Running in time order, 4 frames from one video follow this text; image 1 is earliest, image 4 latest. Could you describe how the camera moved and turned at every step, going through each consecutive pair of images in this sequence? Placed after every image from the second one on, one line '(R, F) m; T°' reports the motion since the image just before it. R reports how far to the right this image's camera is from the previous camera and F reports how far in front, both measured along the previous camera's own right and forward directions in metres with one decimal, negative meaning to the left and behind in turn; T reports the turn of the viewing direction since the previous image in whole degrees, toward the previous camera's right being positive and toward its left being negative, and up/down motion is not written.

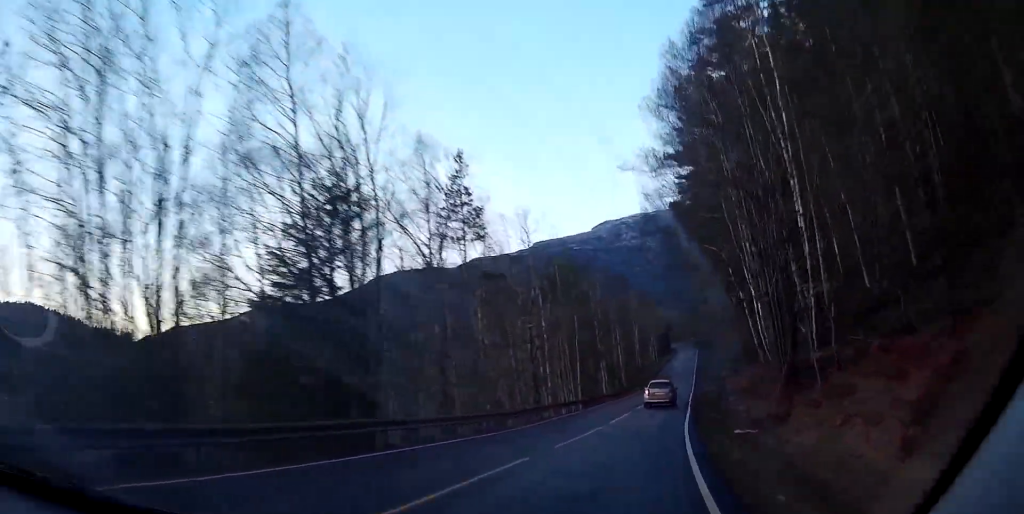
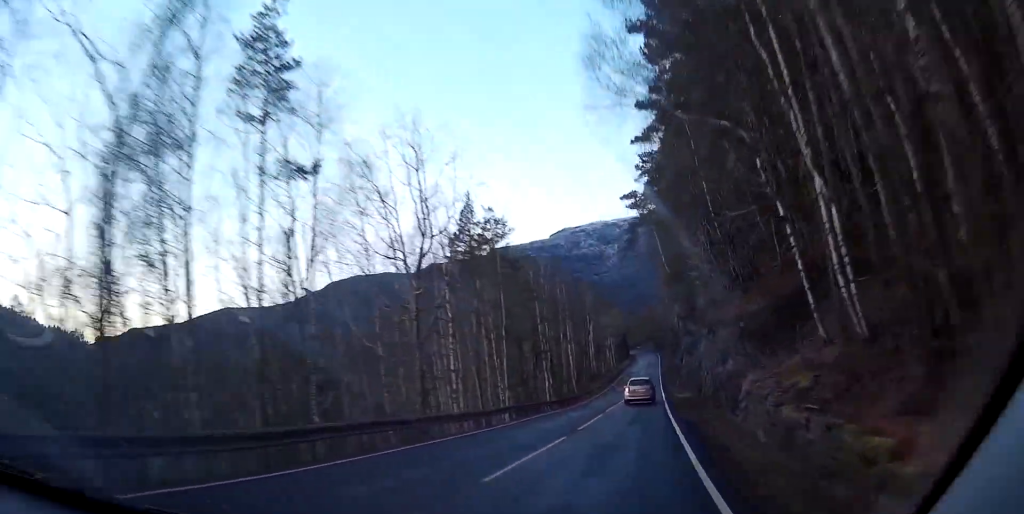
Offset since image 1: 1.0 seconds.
(+0.7, +18.8) m; +4°
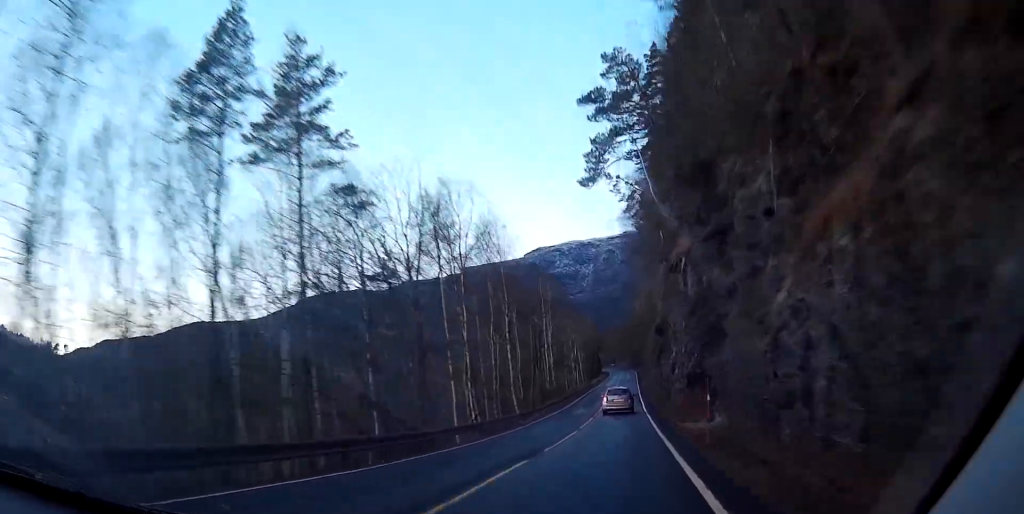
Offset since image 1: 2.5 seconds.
(+1.4, +28.3) m; +4°
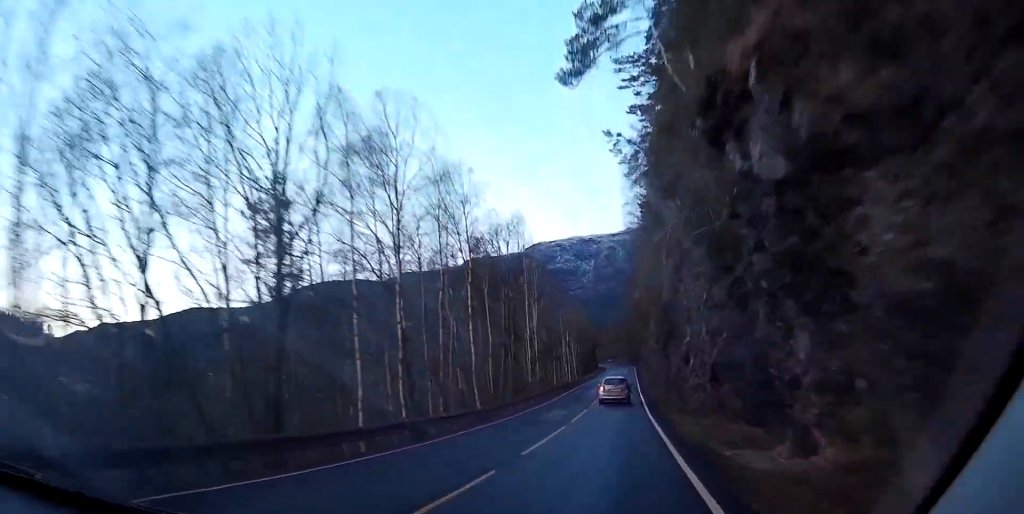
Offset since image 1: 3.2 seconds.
(0.0, +15.2) m; +1°
